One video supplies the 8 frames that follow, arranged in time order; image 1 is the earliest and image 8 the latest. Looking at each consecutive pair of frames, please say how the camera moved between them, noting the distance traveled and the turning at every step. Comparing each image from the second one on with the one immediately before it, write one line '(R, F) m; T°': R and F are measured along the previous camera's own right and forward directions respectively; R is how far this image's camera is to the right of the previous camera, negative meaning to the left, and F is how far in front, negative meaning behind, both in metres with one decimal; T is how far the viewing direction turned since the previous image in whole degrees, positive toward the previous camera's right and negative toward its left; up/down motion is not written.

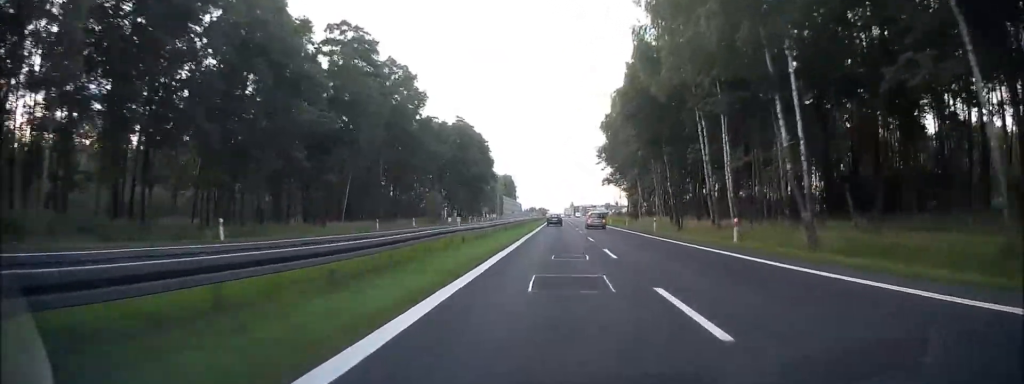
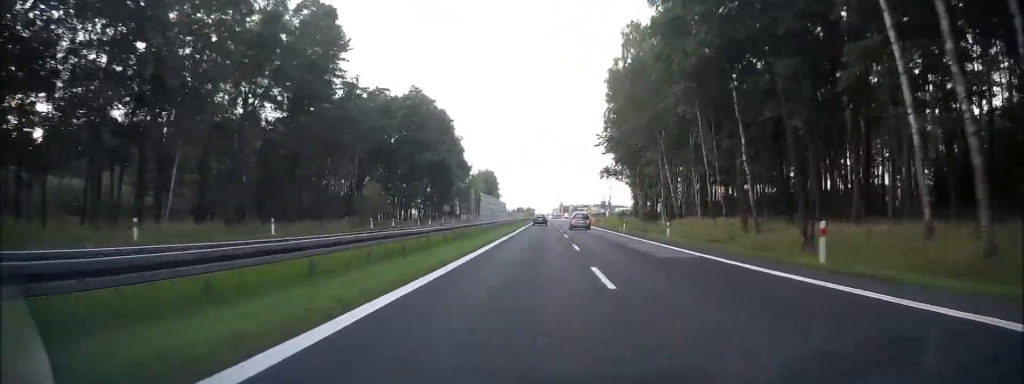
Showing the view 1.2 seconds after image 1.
(+0.1, +31.0) m; 0°
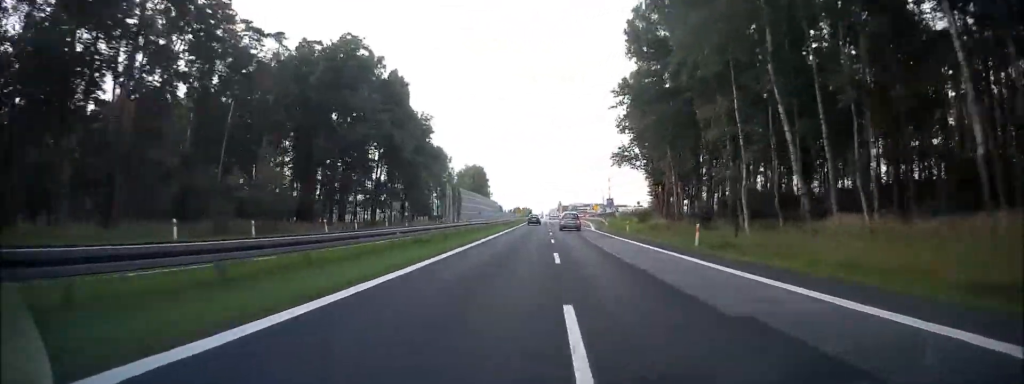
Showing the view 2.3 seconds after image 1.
(+0.1, +30.3) m; 0°
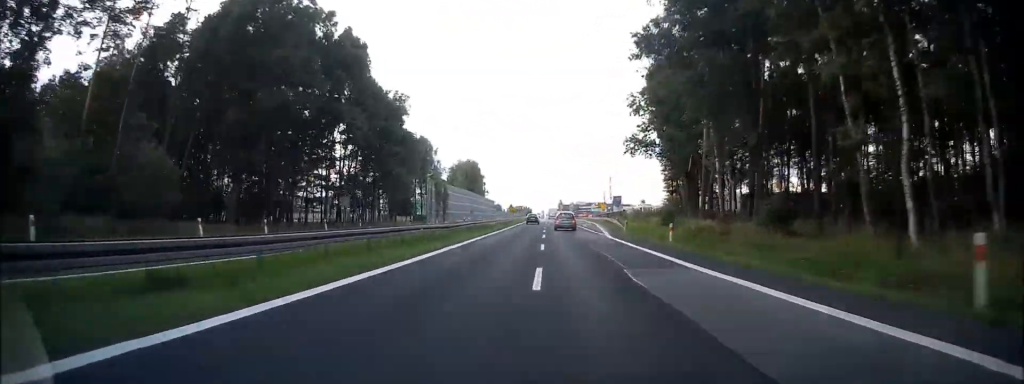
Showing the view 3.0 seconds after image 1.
(0.0, +17.7) m; 0°
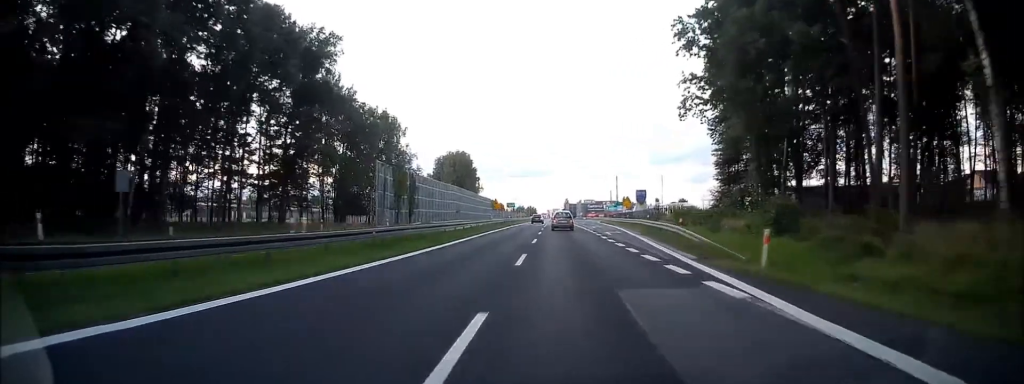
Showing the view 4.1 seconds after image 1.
(+0.1, +30.7) m; 0°
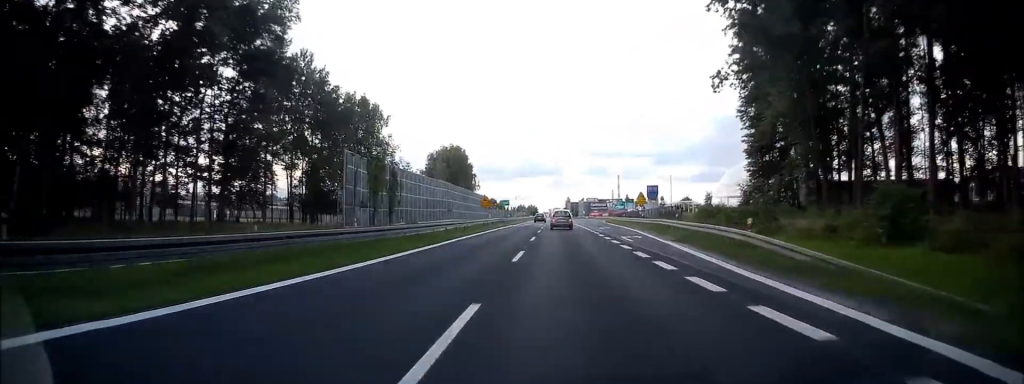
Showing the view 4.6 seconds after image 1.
(0.0, +11.3) m; 0°
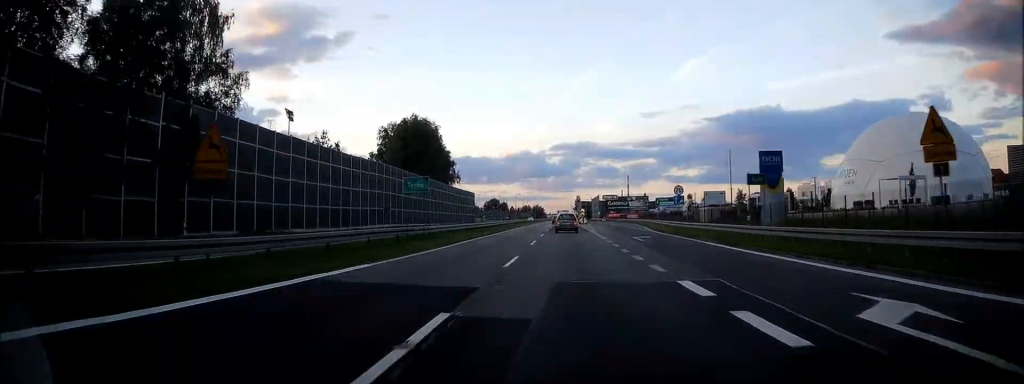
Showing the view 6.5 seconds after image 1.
(-0.2, +48.4) m; 0°
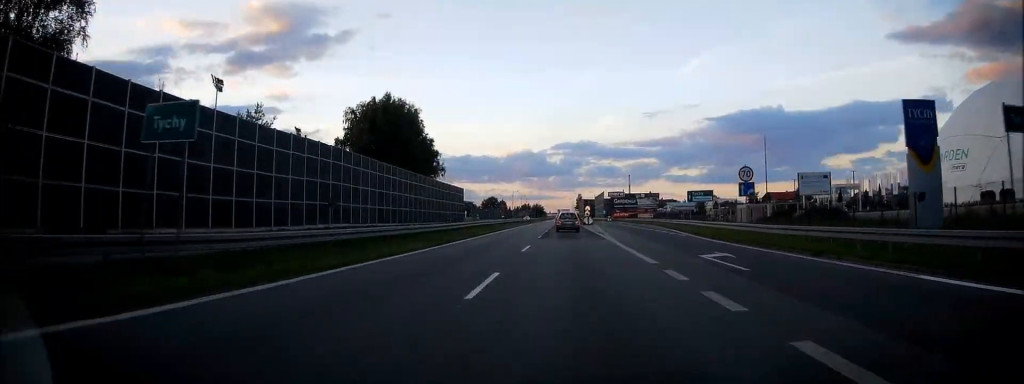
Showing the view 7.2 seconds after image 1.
(0.0, +18.3) m; 0°
